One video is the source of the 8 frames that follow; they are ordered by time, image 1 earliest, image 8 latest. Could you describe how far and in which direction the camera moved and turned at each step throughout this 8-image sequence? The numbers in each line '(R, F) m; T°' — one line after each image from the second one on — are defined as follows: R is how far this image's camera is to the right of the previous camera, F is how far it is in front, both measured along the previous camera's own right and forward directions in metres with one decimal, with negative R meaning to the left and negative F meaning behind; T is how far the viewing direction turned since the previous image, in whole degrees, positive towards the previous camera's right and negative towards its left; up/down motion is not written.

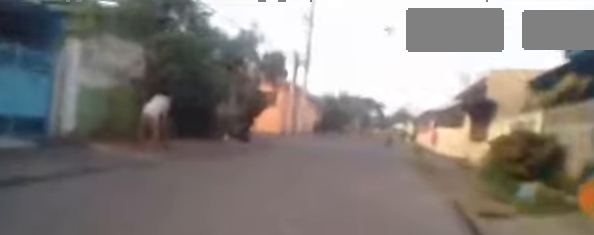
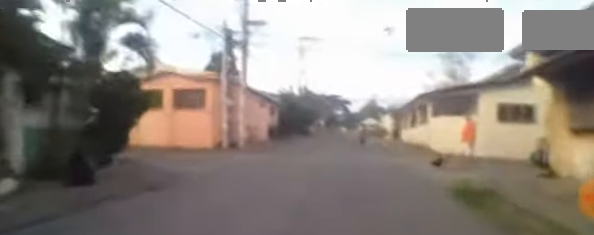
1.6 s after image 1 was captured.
(+0.1, +8.4) m; -2°
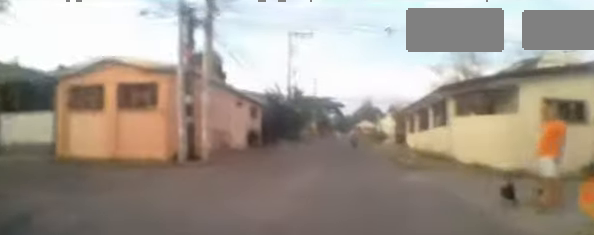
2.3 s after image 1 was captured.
(-0.3, +4.0) m; -4°
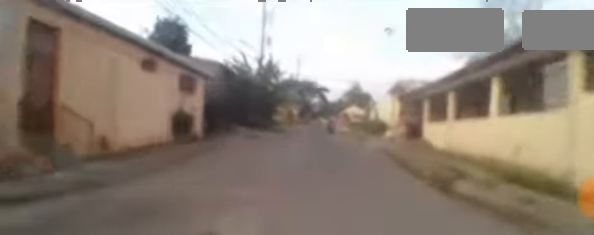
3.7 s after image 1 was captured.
(0.0, +8.1) m; 0°
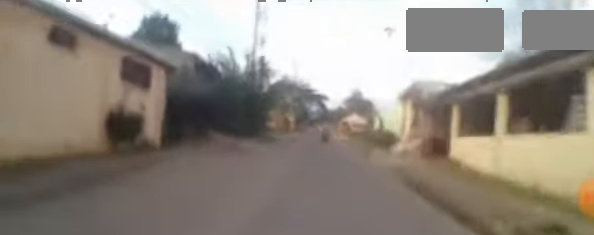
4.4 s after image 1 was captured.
(0.0, +3.7) m; +1°
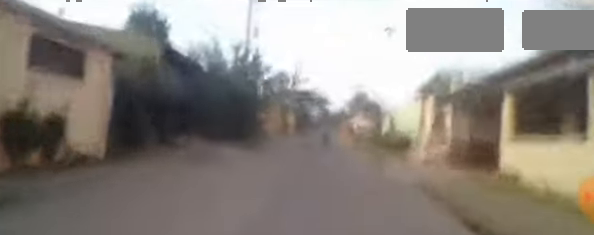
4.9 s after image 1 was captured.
(0.0, +3.2) m; 0°
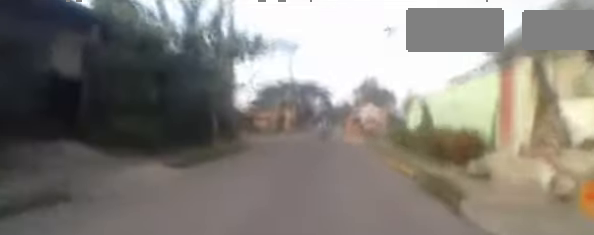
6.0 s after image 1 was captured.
(+0.1, +7.1) m; 0°
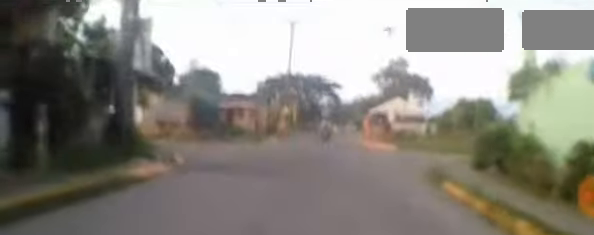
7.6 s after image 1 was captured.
(0.0, +10.3) m; -1°
